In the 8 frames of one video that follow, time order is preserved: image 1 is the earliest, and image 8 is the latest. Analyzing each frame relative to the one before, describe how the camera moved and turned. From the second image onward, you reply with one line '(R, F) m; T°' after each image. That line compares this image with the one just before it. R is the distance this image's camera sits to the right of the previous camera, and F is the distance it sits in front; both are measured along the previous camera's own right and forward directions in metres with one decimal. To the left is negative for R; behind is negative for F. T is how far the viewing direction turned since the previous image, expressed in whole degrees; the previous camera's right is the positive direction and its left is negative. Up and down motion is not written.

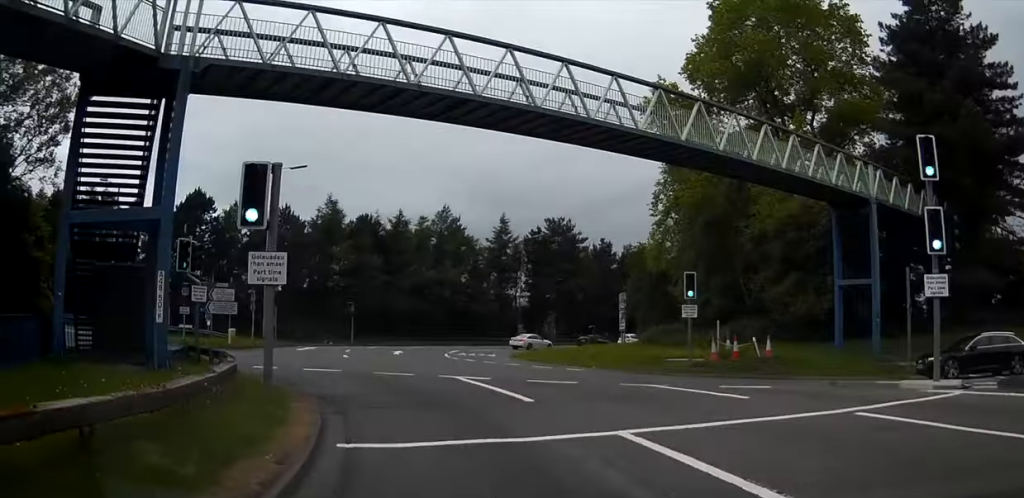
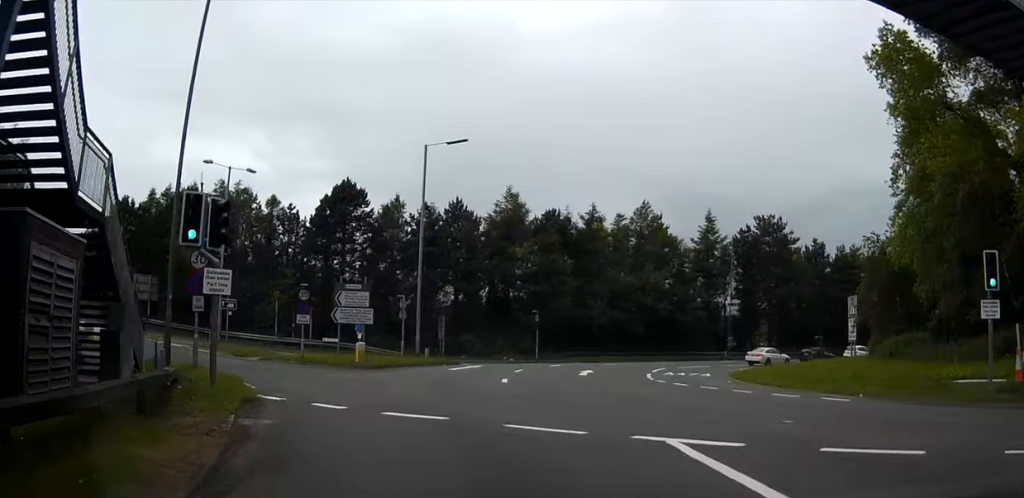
(-1.2, +10.7) m; -12°
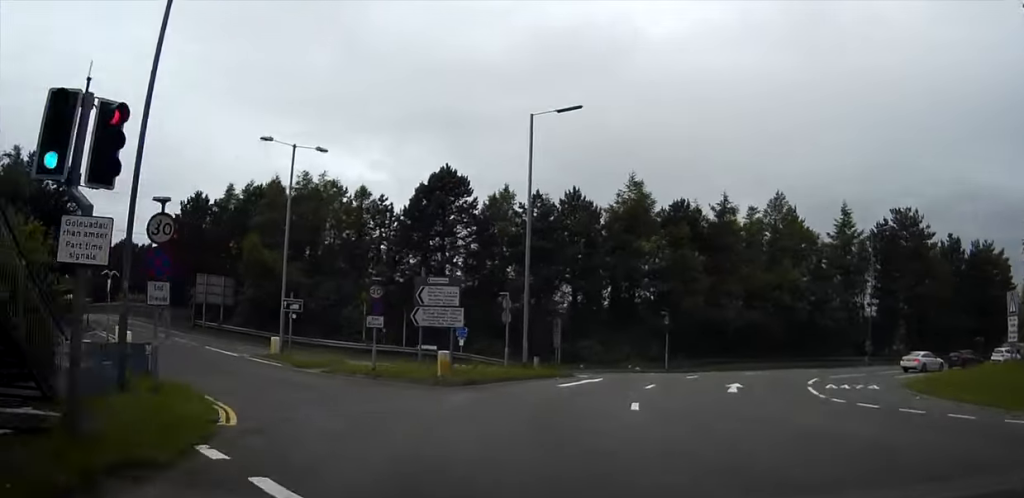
(-0.5, +7.1) m; -6°
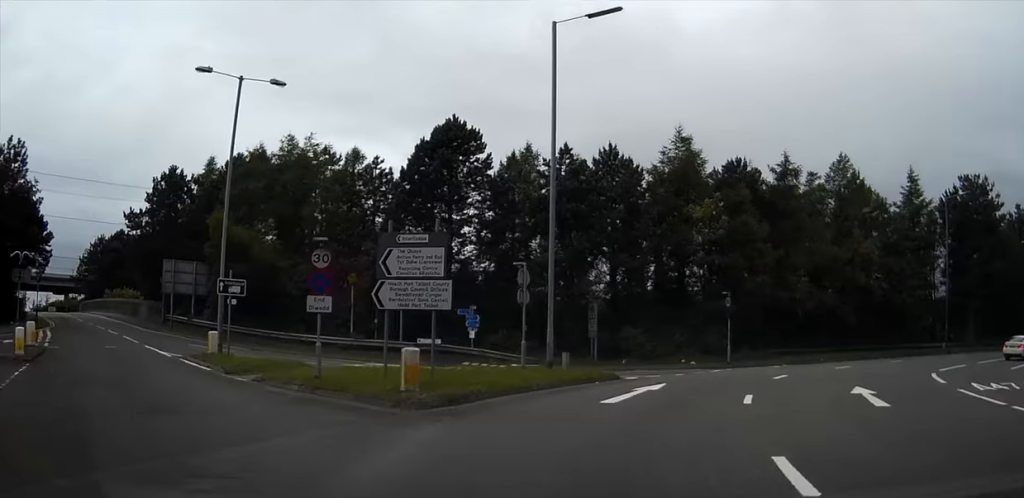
(-0.5, +9.2) m; -1°
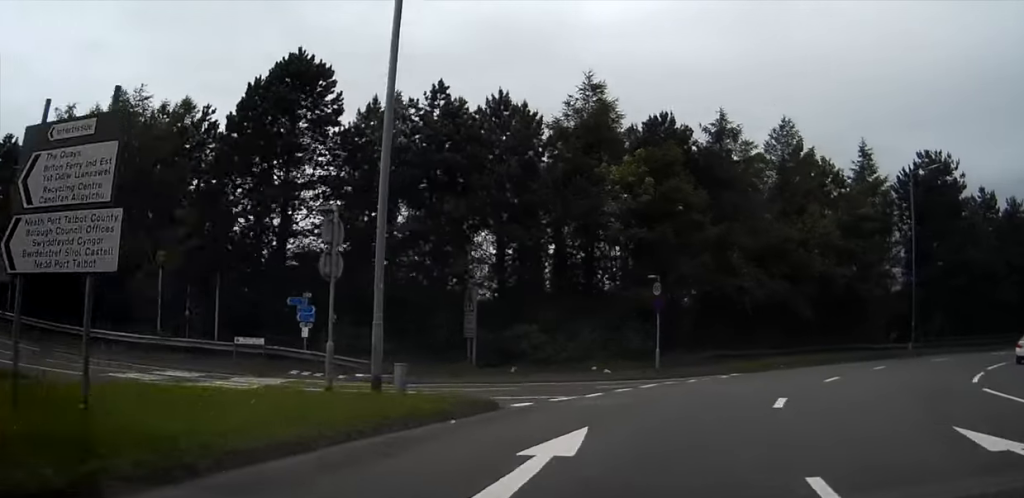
(+0.2, +9.6) m; +6°
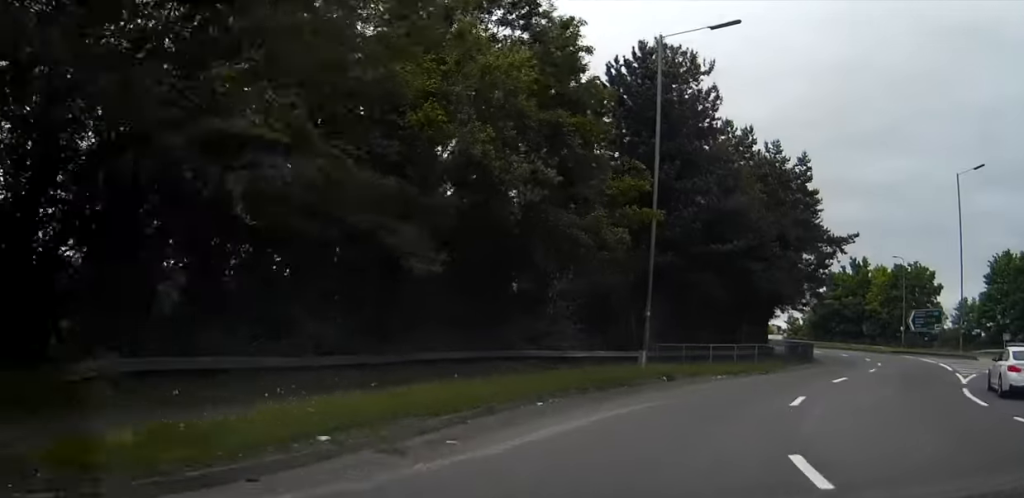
(+5.7, +24.8) m; +30°
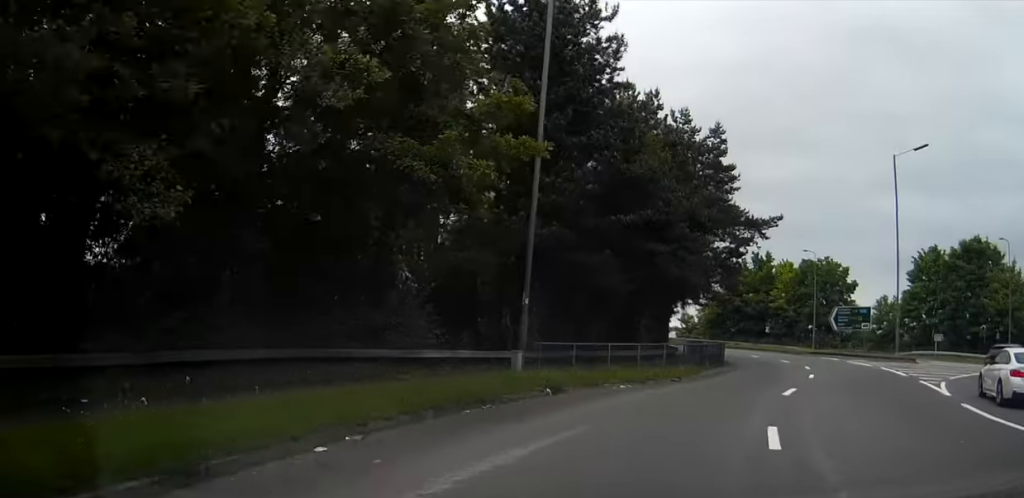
(0.0, +5.9) m; +10°
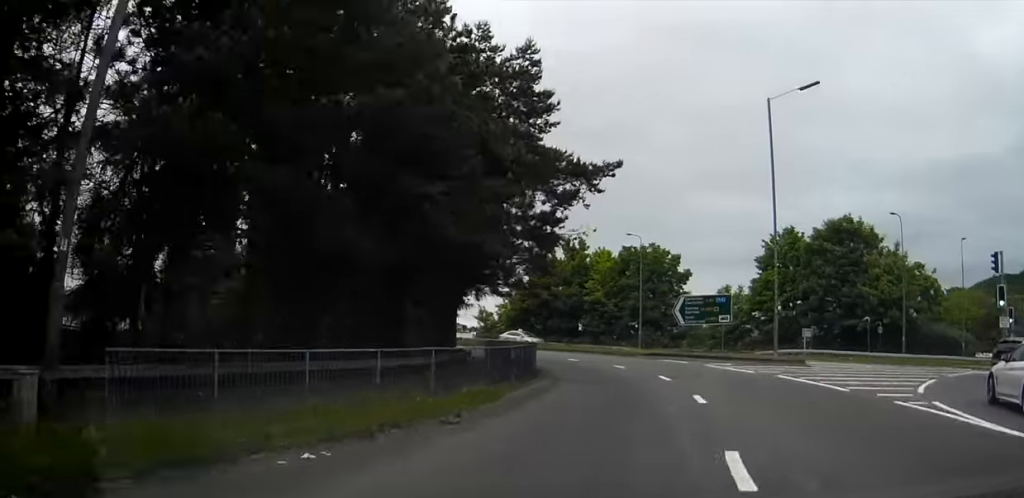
(+1.9, +11.2) m; +14°
